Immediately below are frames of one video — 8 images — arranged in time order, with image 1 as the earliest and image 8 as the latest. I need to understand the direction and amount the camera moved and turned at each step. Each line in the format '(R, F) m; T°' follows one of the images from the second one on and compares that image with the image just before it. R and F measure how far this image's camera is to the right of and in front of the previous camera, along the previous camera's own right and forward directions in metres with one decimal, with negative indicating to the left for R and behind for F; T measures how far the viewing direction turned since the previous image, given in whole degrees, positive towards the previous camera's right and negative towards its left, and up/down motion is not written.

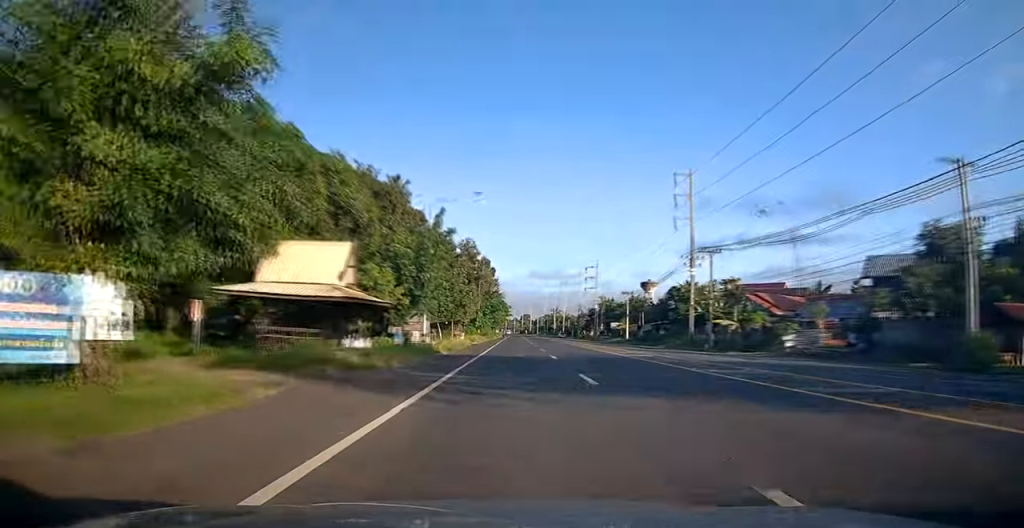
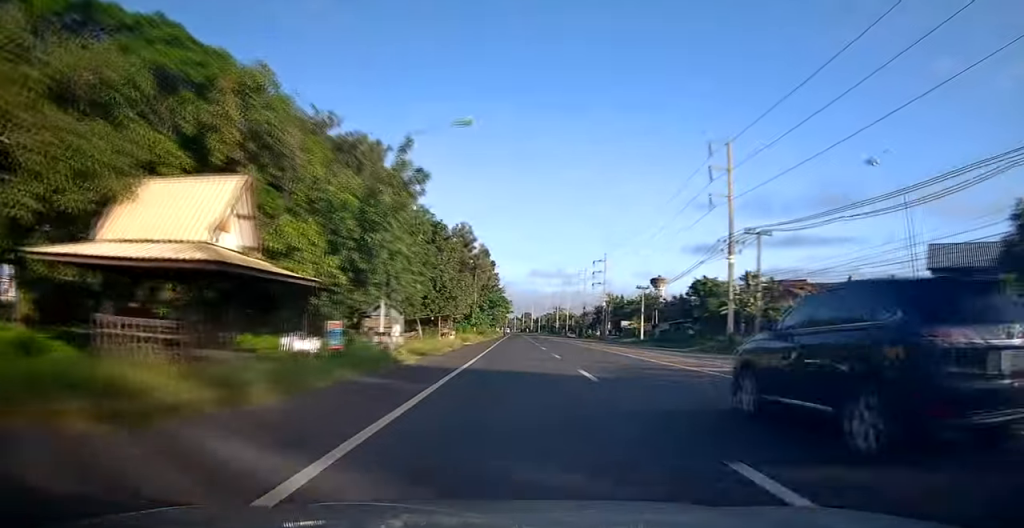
(-0.5, +11.0) m; 0°
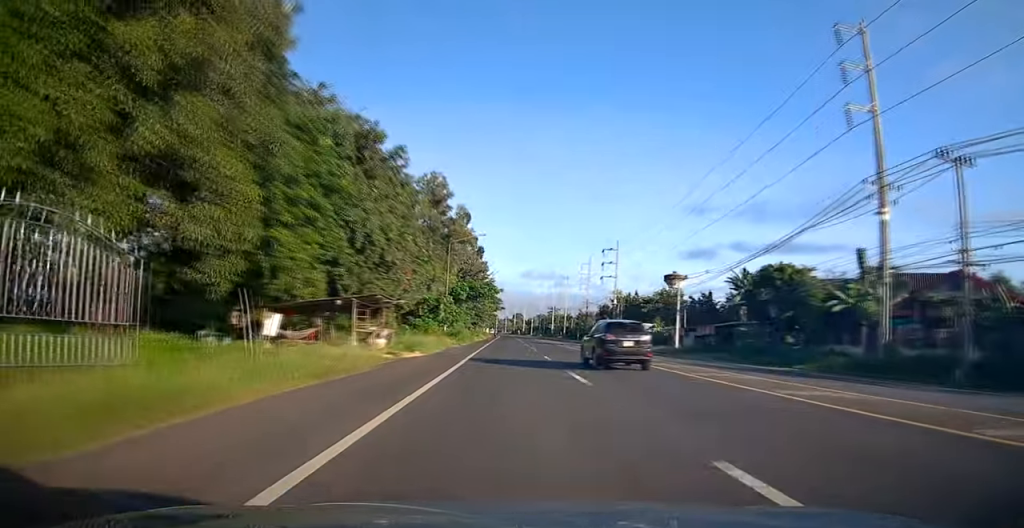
(+0.4, +23.7) m; 0°
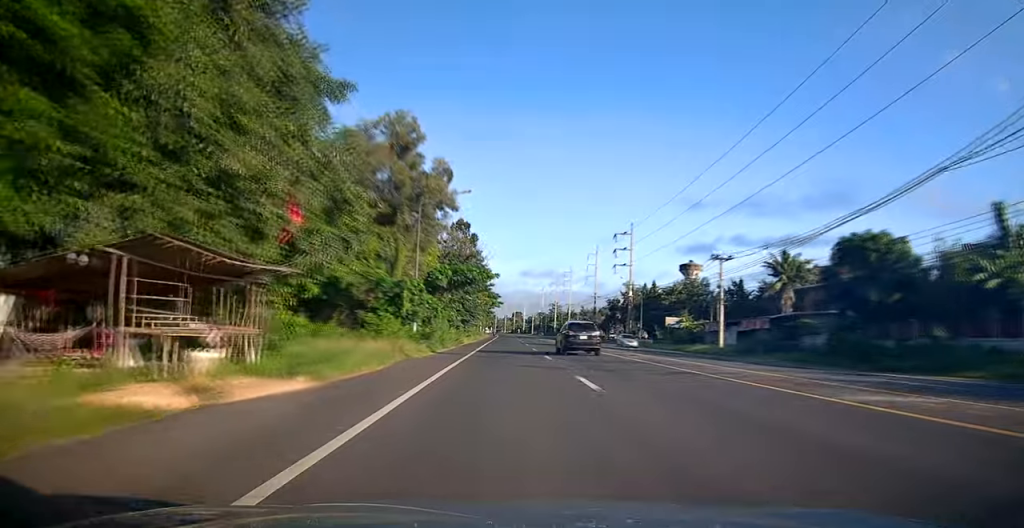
(-0.5, +14.7) m; 0°
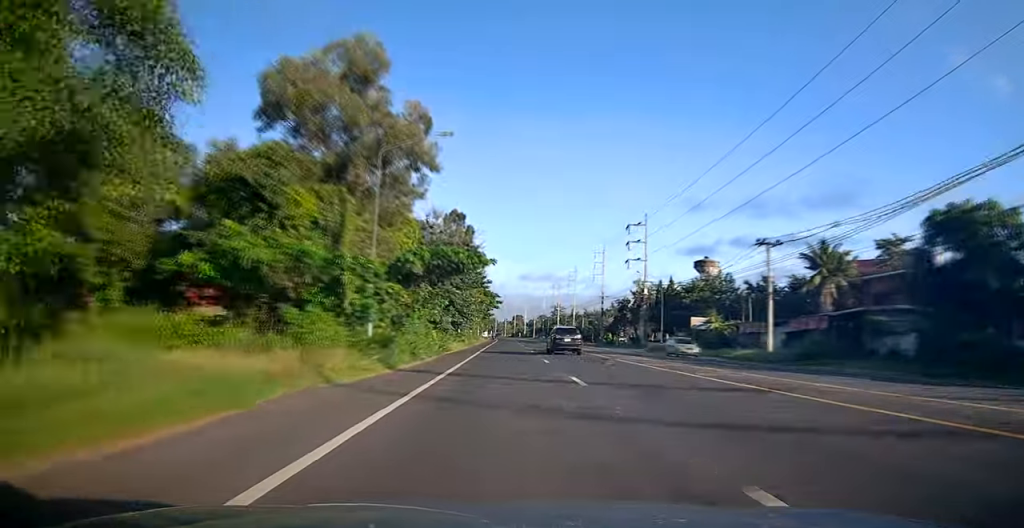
(0.0, +10.4) m; 0°
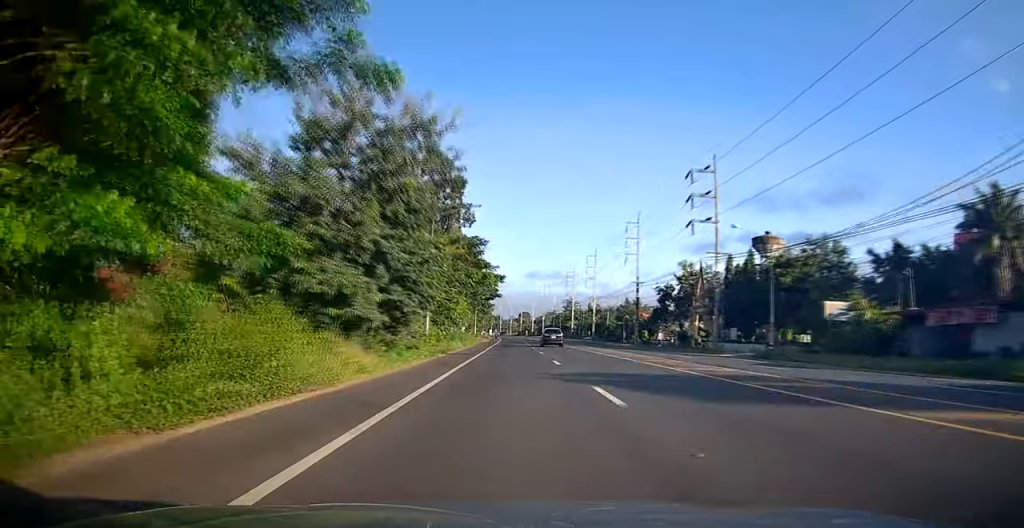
(-0.1, +27.8) m; -2°
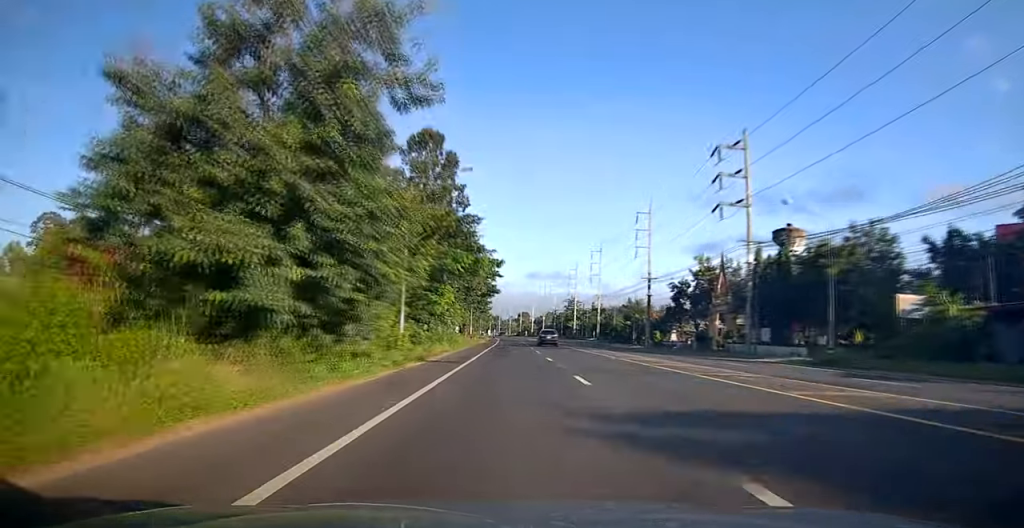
(-0.1, +8.0) m; 0°
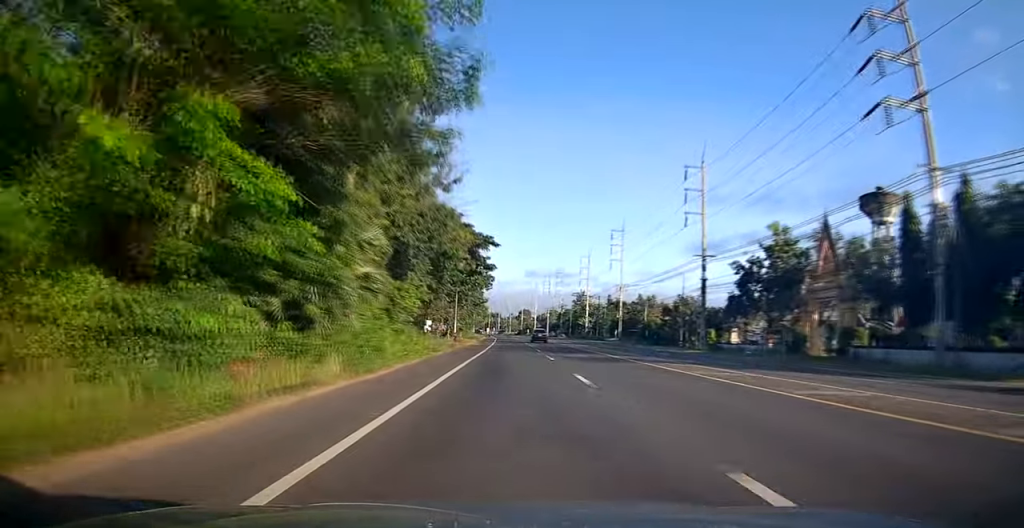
(+0.6, +23.5) m; +2°
